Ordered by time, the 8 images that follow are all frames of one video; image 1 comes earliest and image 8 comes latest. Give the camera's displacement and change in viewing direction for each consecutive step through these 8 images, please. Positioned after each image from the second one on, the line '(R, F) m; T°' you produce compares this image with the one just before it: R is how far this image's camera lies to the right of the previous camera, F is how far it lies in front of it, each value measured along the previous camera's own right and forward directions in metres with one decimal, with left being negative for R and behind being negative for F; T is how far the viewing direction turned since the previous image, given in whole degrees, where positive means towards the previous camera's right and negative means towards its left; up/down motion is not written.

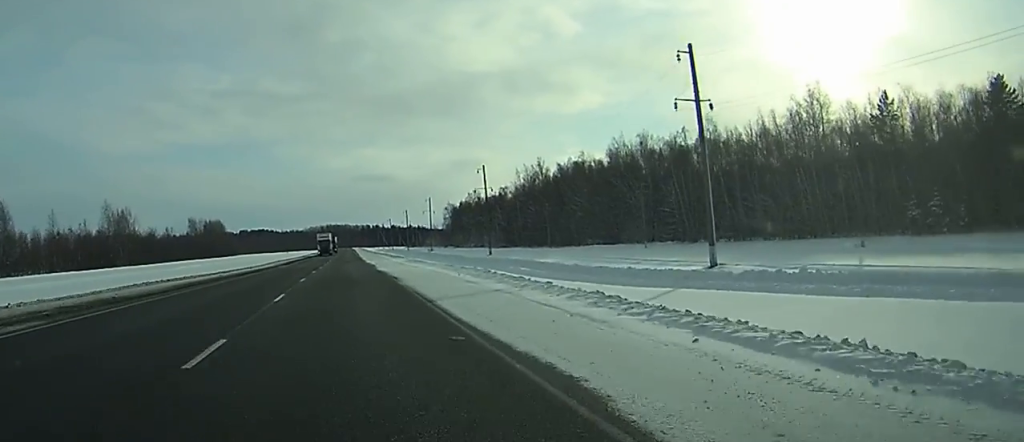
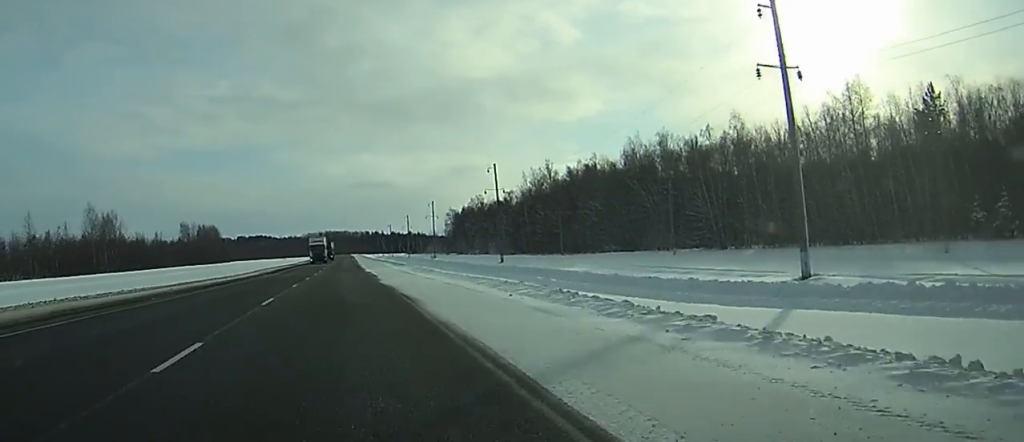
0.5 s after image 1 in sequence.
(+0.1, +11.8) m; 0°
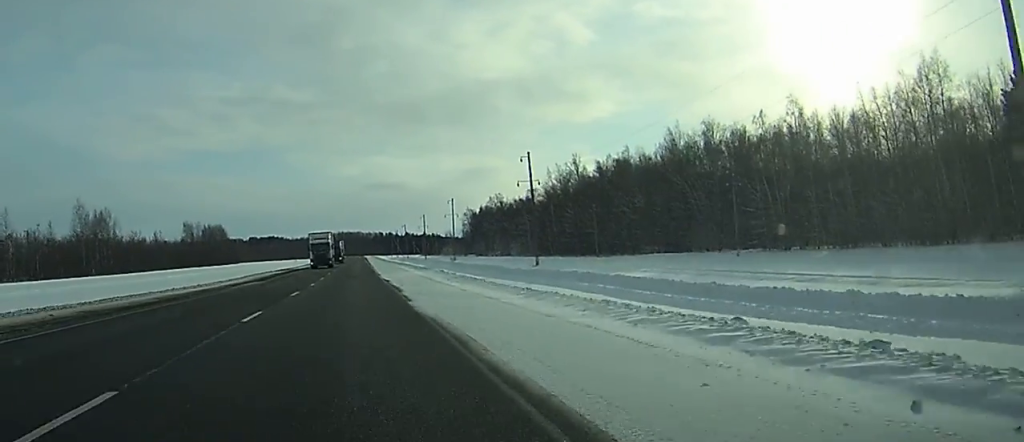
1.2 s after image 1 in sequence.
(0.0, +15.6) m; 0°
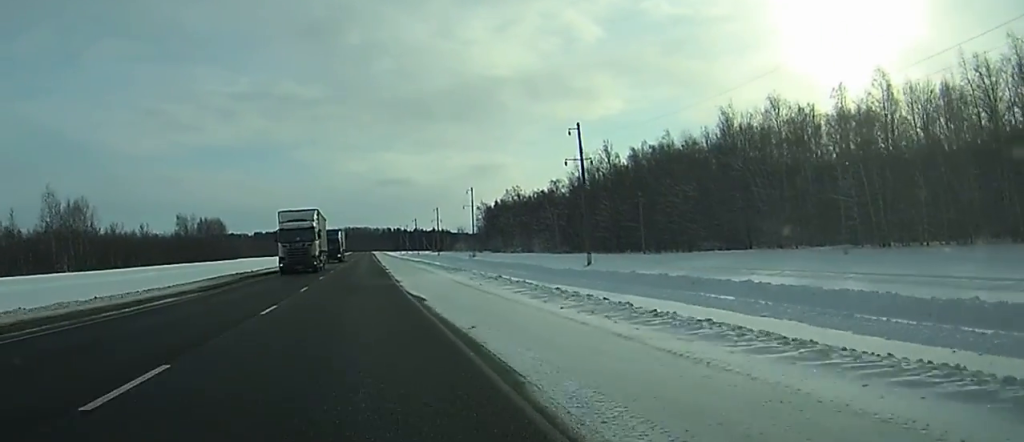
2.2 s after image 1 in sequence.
(0.0, +20.9) m; 0°
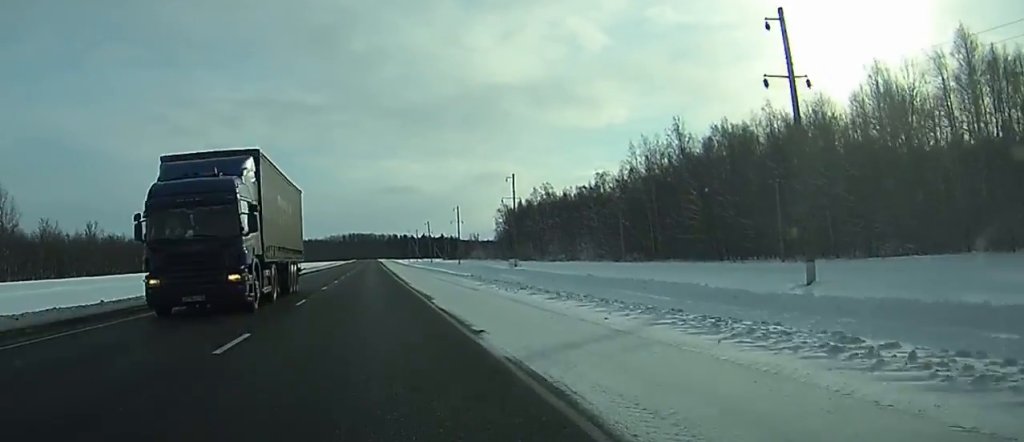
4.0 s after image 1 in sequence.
(0.0, +40.9) m; 0°
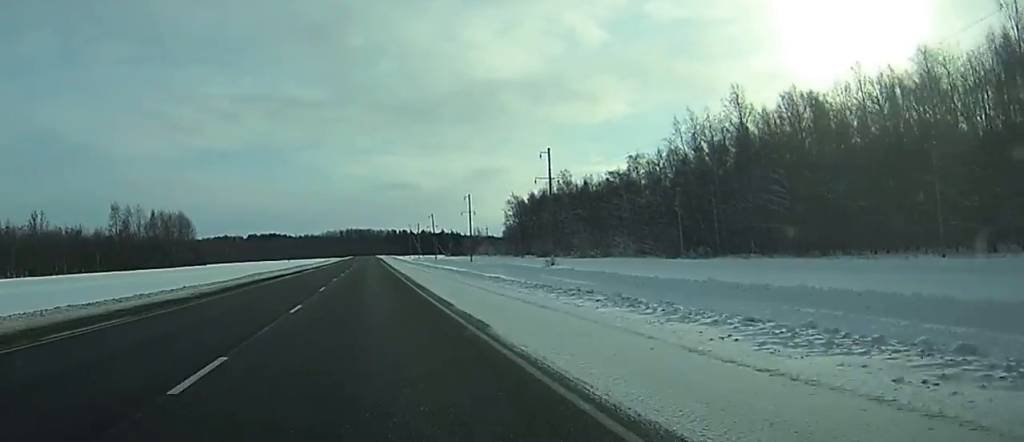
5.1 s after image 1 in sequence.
(-0.1, +25.7) m; 0°
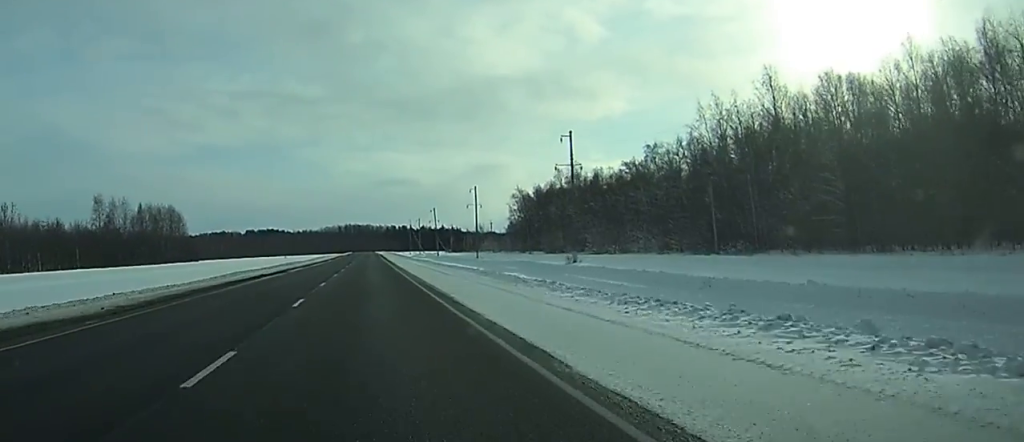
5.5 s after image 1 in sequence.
(0.0, +11.1) m; 0°
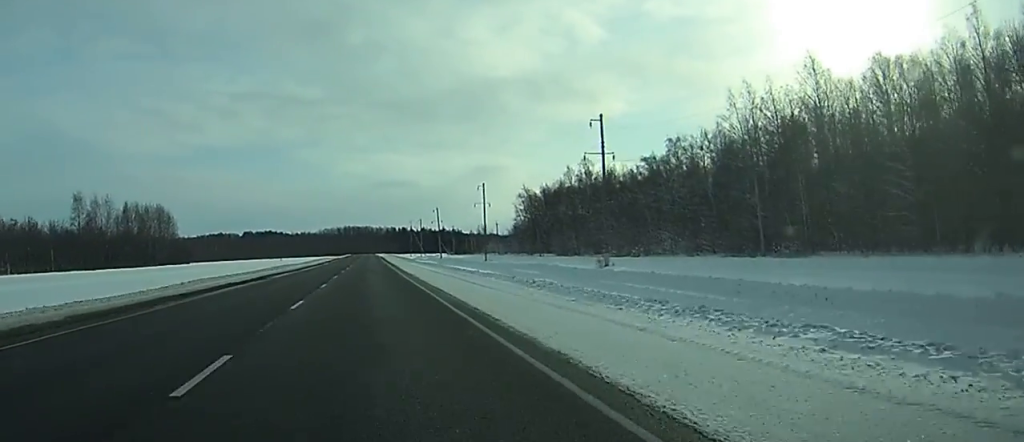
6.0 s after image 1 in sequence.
(0.0, +12.2) m; 0°
